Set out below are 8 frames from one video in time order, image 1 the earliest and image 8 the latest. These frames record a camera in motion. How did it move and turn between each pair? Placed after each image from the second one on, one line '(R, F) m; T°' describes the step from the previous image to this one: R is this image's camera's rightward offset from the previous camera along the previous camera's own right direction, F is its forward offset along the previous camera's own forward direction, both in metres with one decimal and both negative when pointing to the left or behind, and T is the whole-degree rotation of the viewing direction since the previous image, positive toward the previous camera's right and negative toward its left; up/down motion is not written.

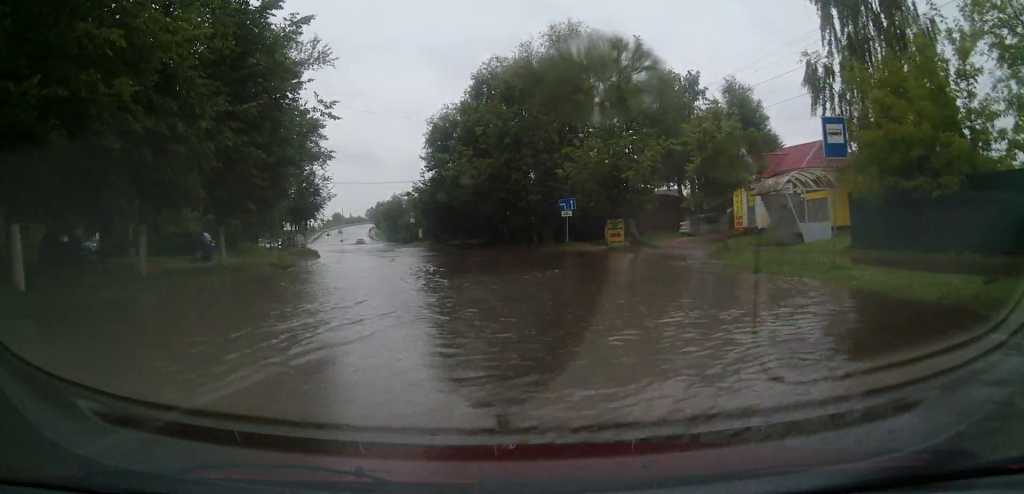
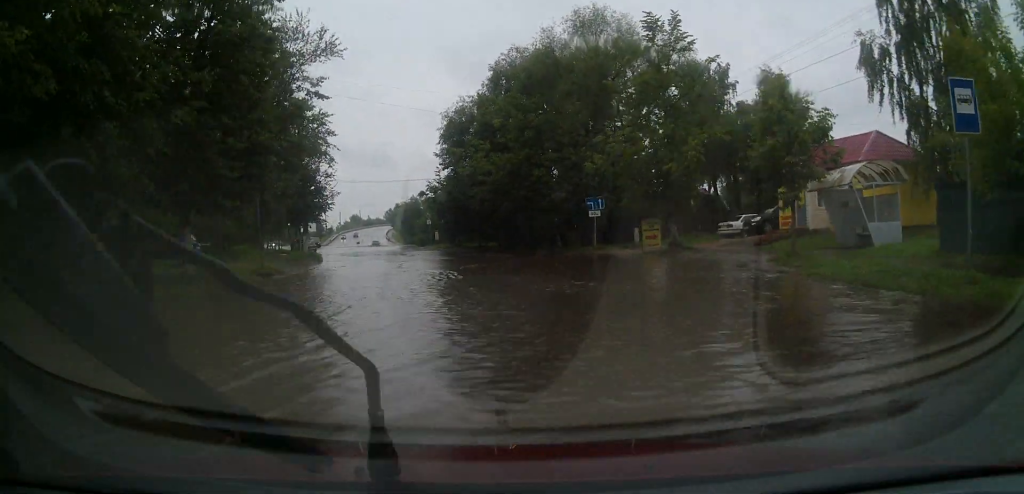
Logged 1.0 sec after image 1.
(0.0, +3.2) m; 0°
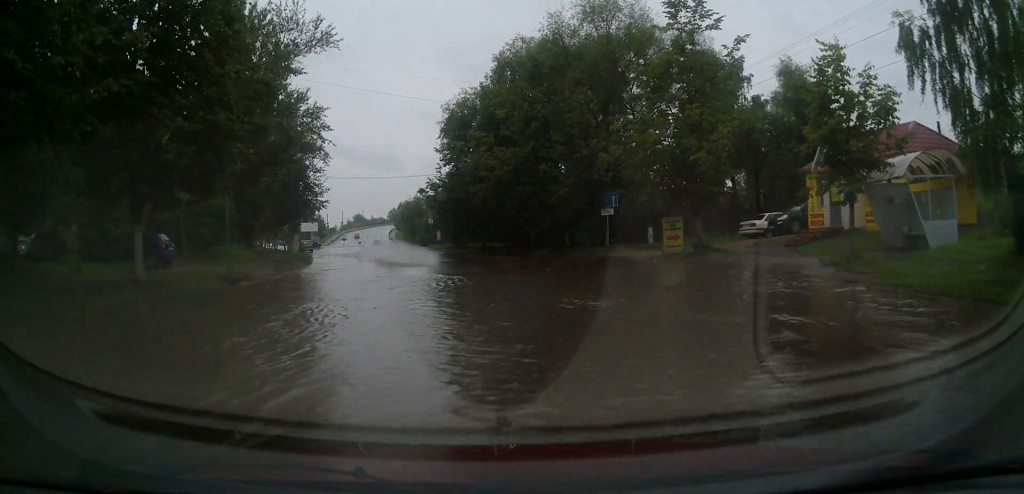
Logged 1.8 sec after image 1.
(0.0, +2.6) m; 0°
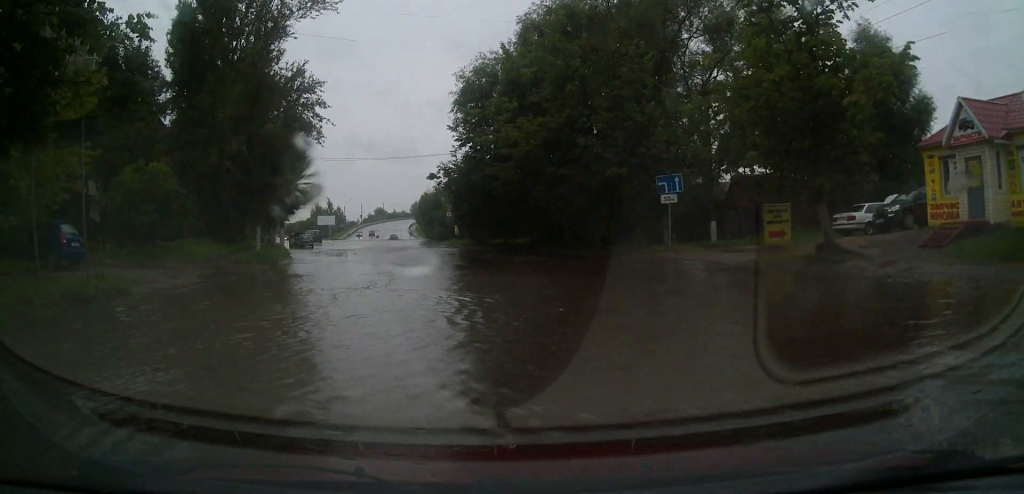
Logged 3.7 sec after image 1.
(0.0, +7.3) m; 0°
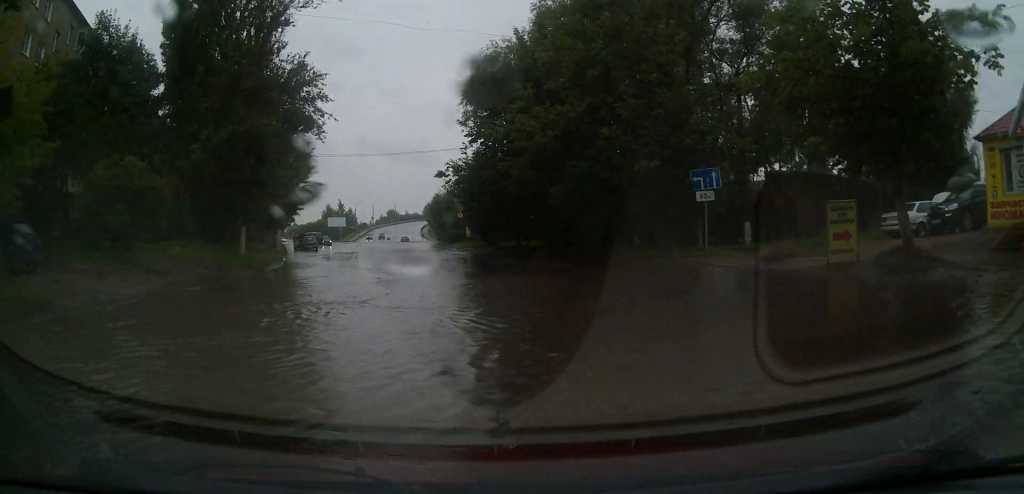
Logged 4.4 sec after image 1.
(0.0, +2.7) m; 0°
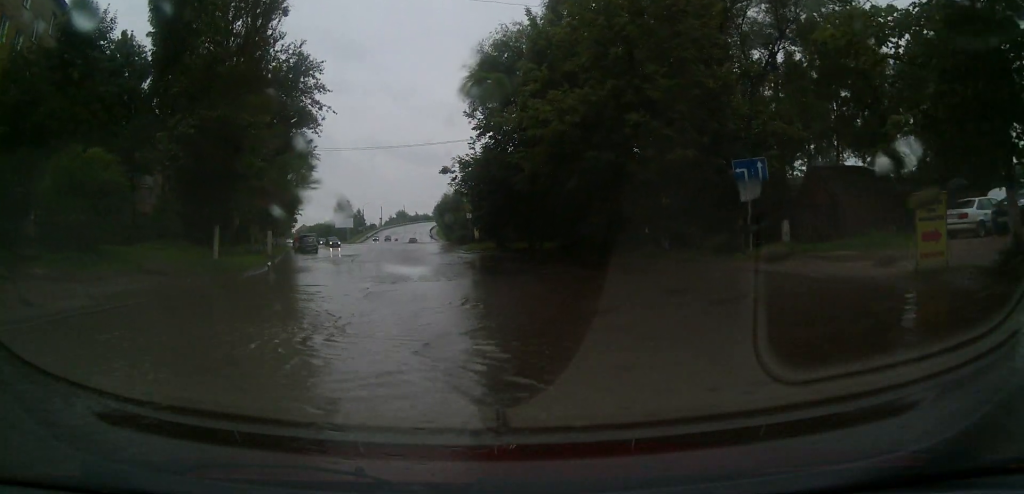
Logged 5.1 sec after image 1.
(0.0, +3.1) m; 0°
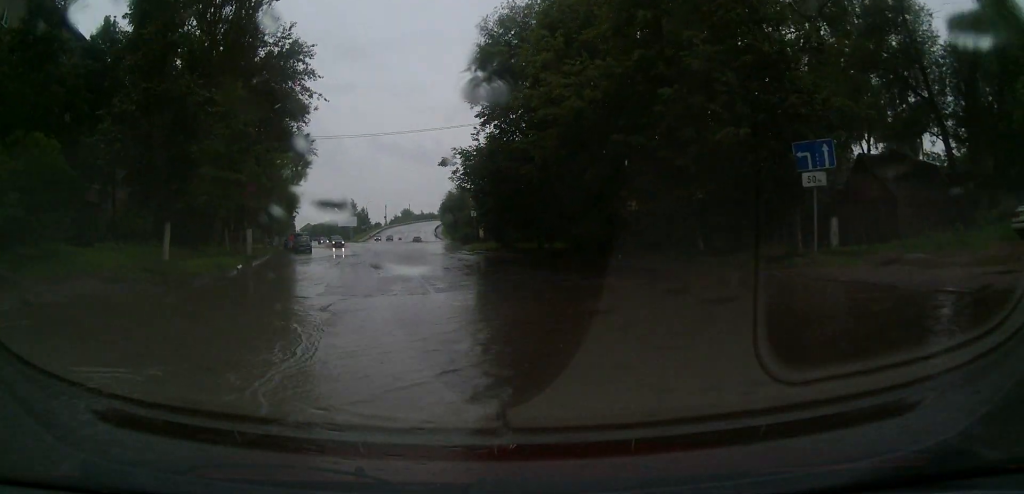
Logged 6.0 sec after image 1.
(0.0, +3.8) m; -1°
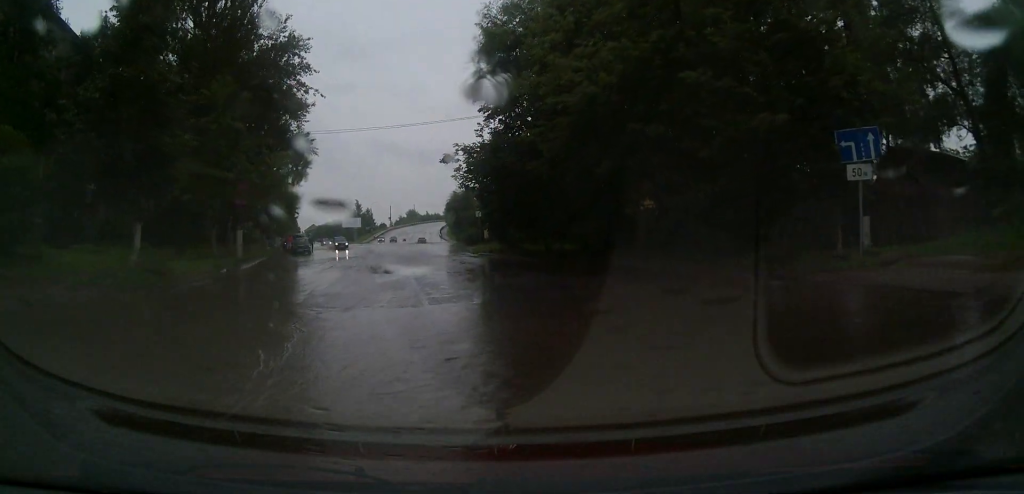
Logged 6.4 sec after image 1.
(0.0, +1.8) m; -1°
